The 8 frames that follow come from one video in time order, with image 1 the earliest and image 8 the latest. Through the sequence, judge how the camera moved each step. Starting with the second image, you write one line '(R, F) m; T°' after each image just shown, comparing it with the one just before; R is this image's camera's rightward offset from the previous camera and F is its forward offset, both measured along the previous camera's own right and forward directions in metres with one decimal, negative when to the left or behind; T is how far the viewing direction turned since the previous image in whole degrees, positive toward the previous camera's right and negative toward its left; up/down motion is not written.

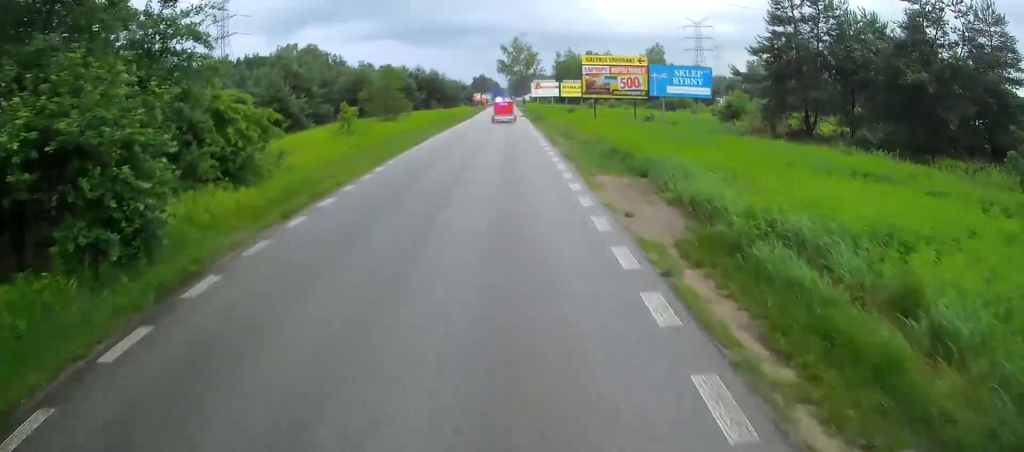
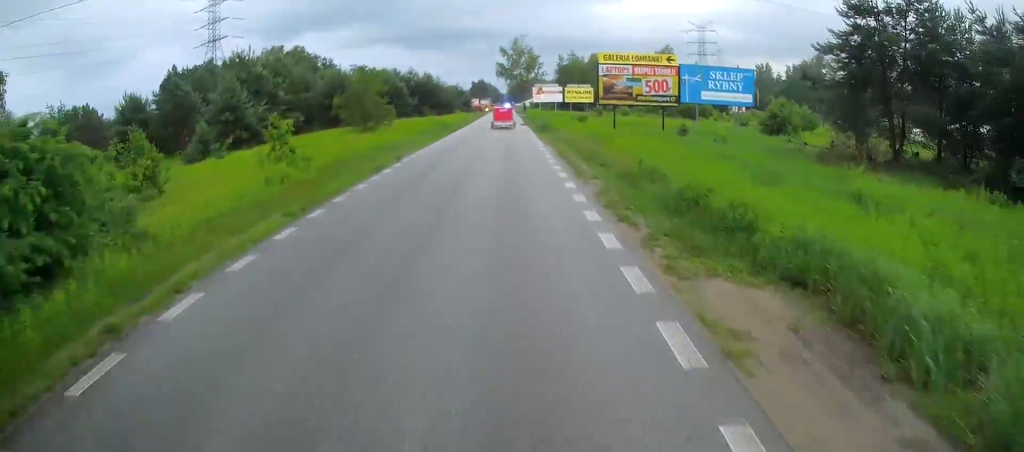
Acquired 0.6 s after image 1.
(-0.2, +8.7) m; -1°
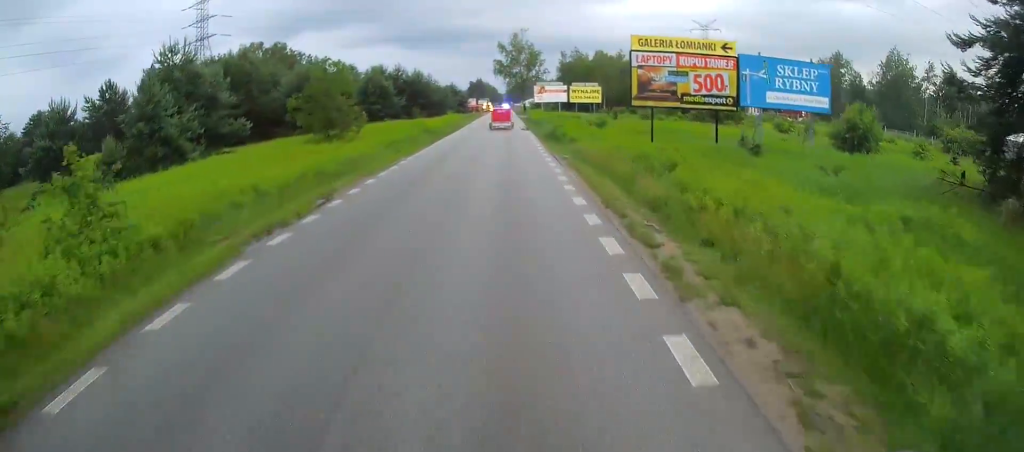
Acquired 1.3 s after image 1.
(-0.1, +10.3) m; -1°
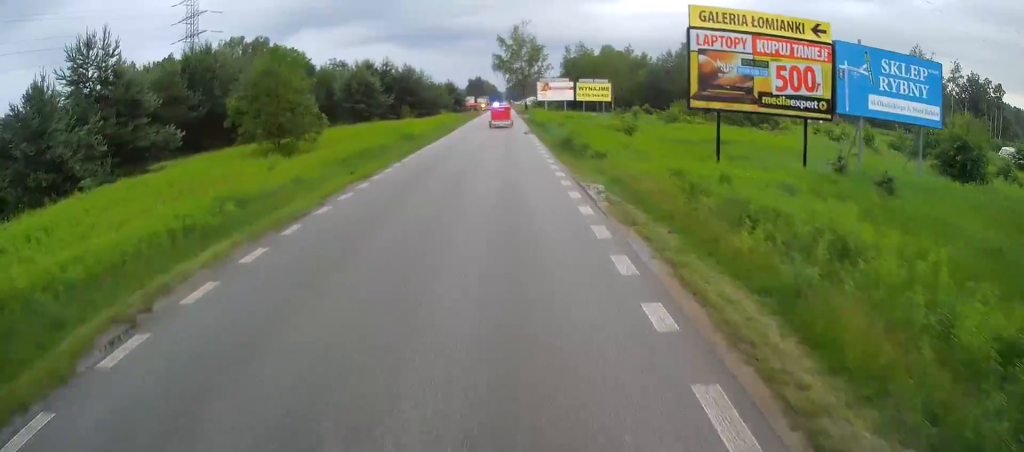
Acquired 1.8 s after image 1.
(0.0, +8.9) m; 0°
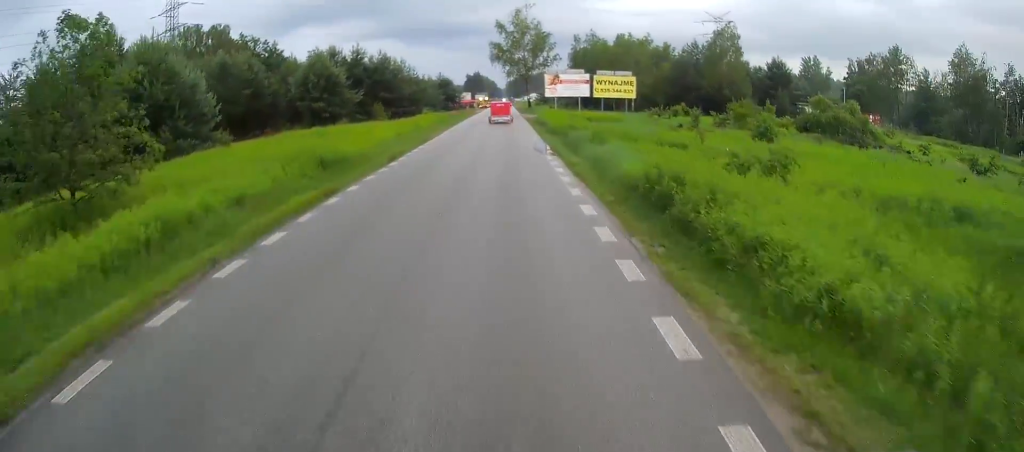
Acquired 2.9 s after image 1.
(-0.1, +16.5) m; +1°
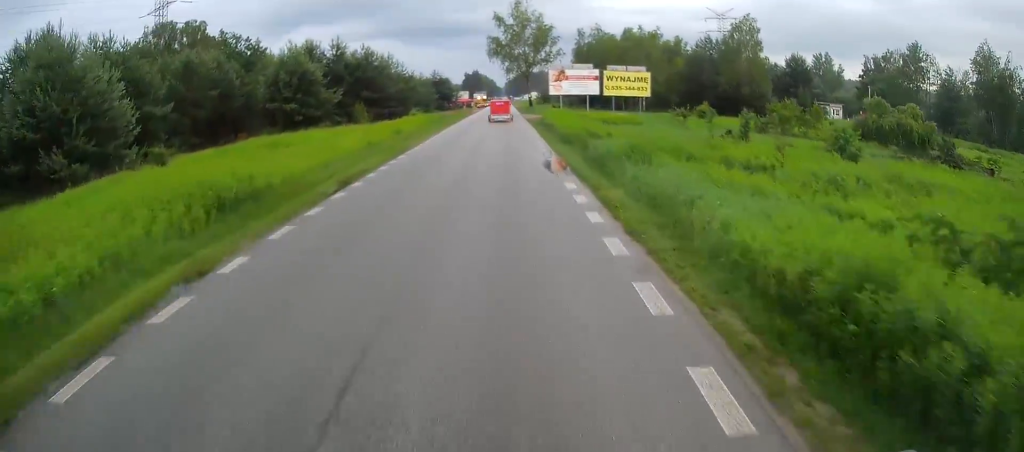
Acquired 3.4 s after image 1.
(+0.1, +7.6) m; 0°
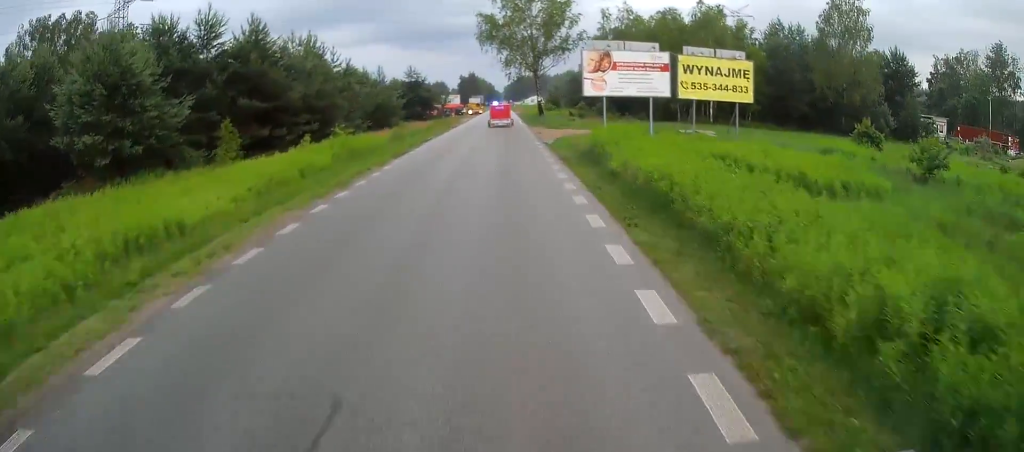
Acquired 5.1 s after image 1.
(0.0, +26.9) m; 0°
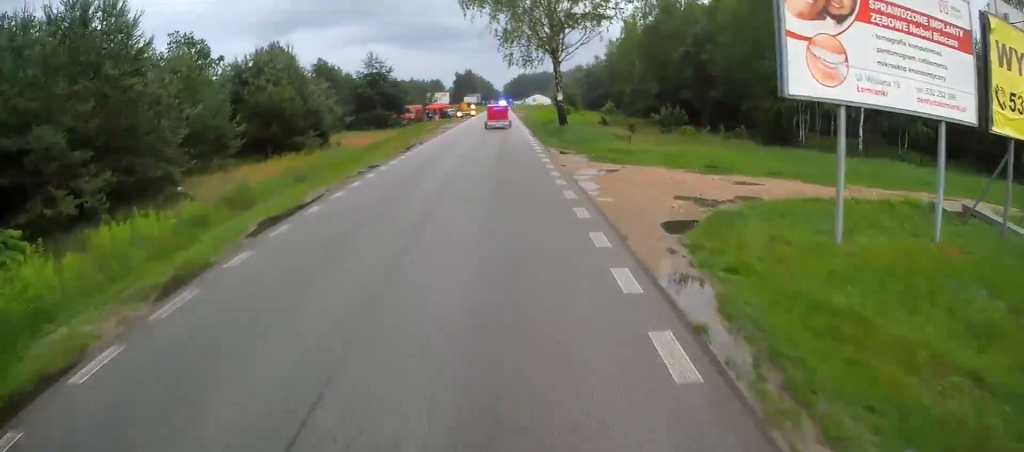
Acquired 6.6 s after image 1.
(0.0, +24.2) m; -1°
